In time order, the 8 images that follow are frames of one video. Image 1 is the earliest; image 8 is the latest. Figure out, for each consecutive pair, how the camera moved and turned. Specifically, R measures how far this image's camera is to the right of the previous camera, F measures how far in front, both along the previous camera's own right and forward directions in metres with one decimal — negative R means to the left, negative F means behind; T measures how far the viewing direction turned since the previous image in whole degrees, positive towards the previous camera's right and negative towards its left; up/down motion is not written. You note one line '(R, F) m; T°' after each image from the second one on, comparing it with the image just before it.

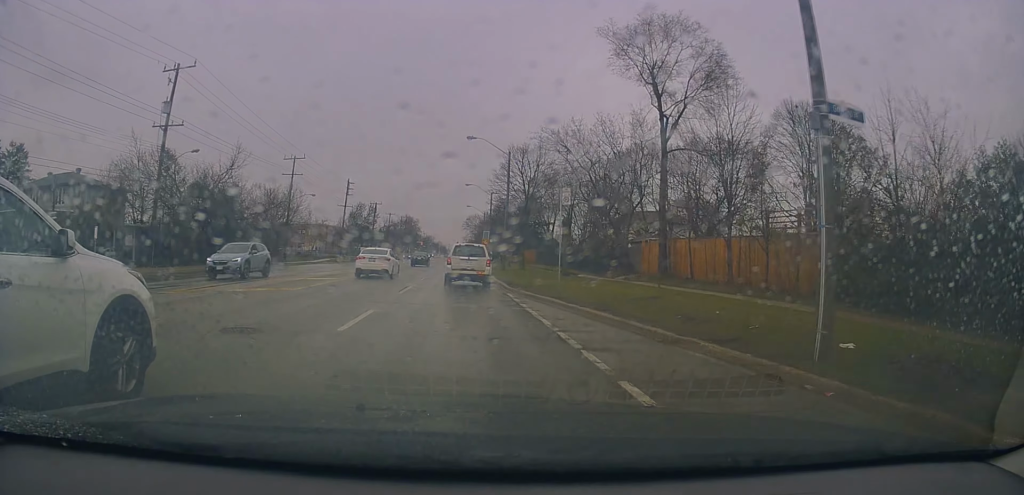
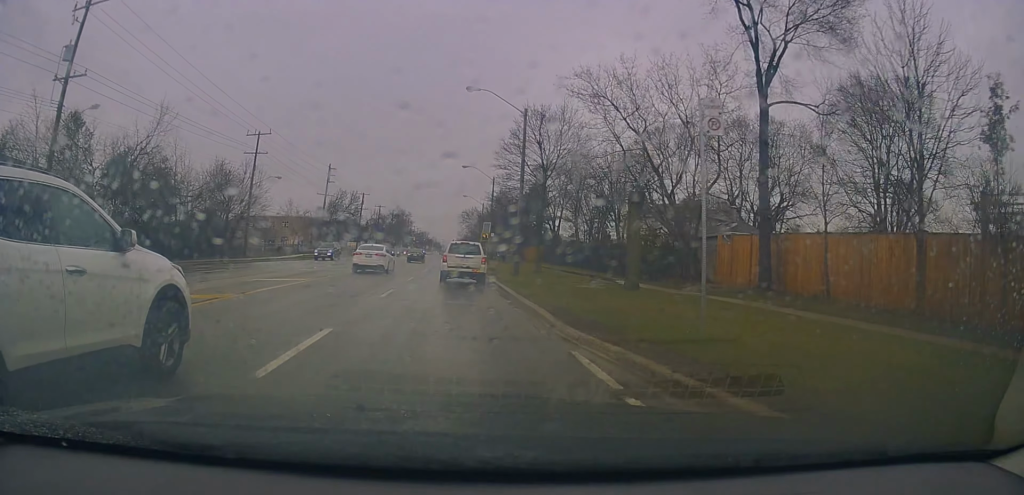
(+0.1, +11.2) m; +1°
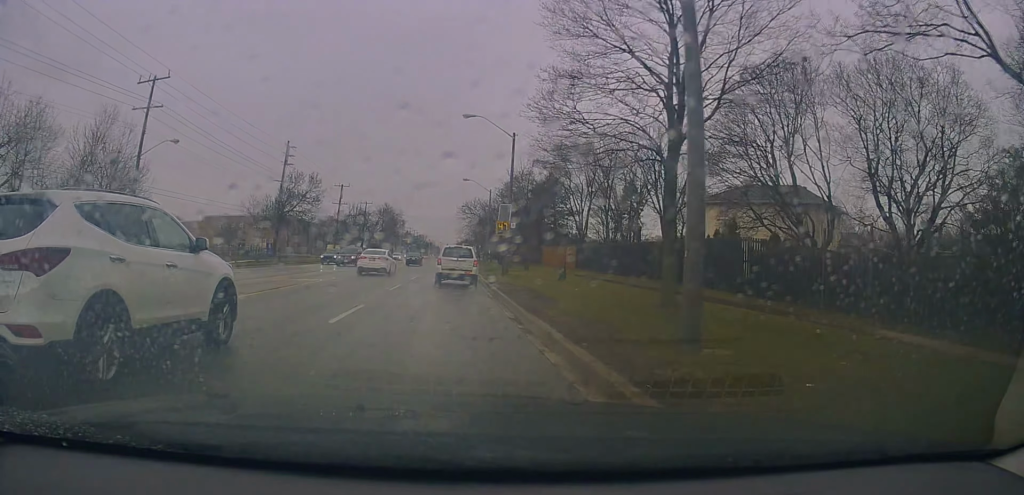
(+0.4, +21.7) m; -1°
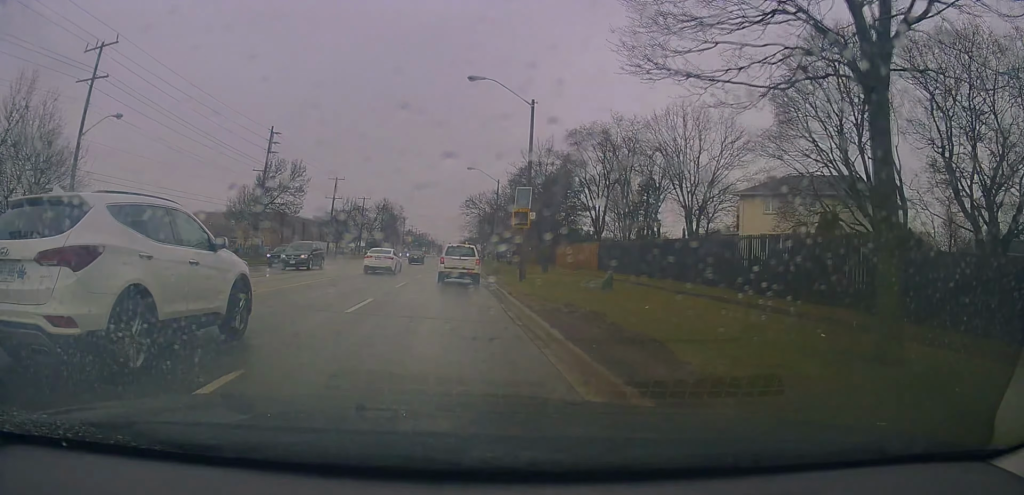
(-0.2, +7.1) m; 0°
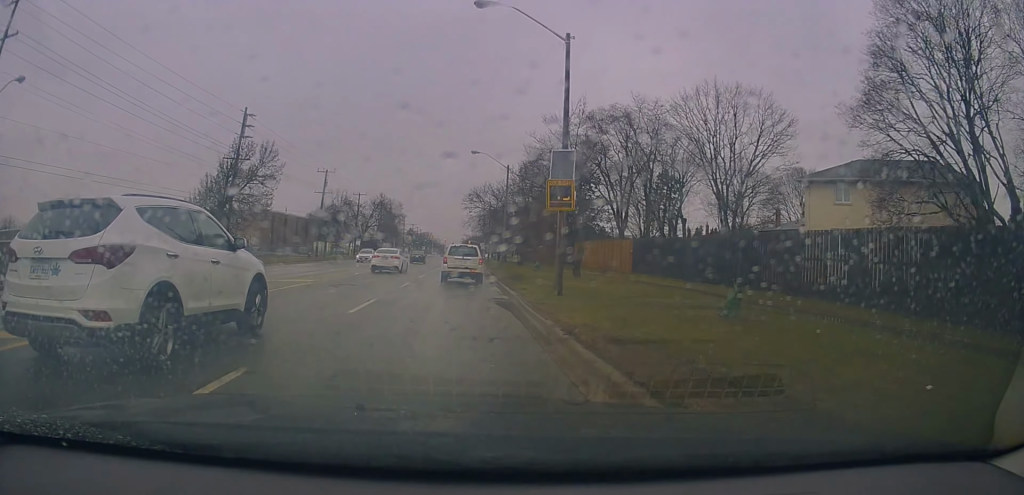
(-0.3, +9.0) m; 0°
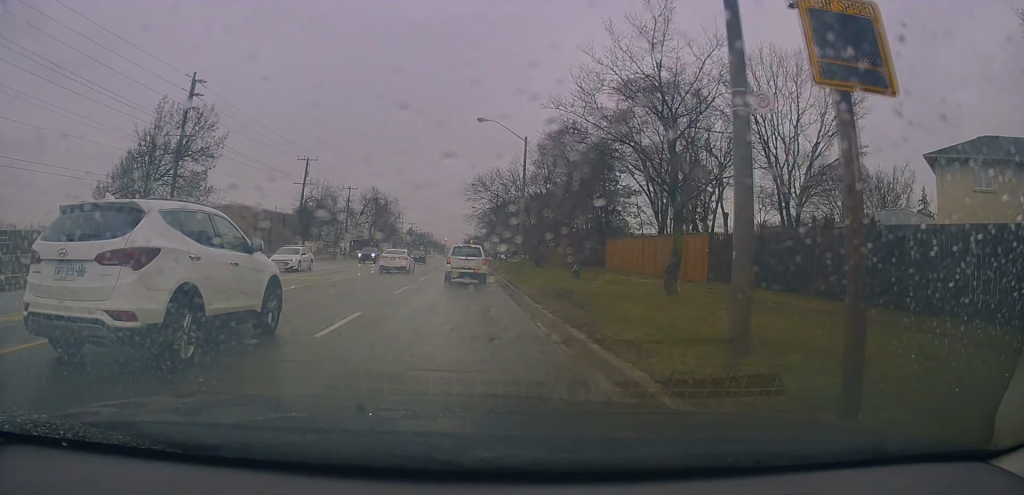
(+0.5, +12.3) m; 0°
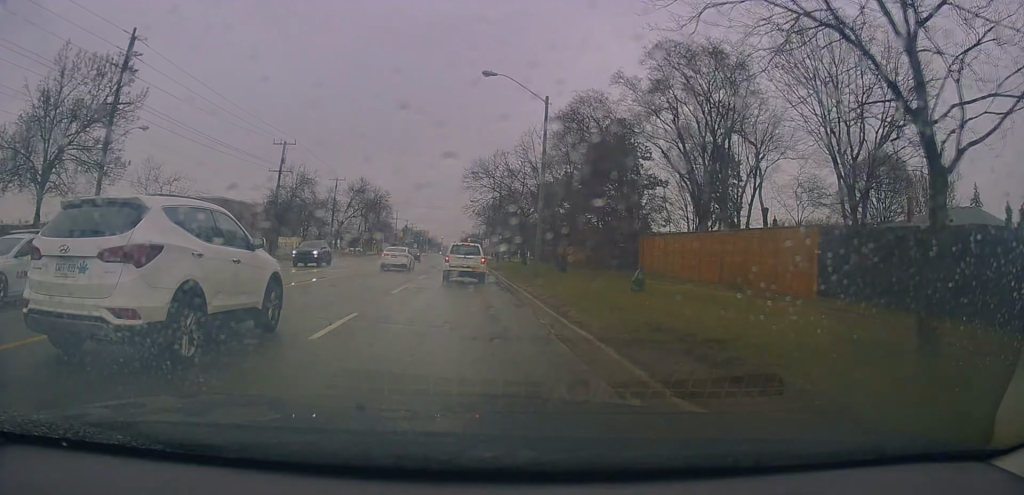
(-0.5, +10.3) m; 0°
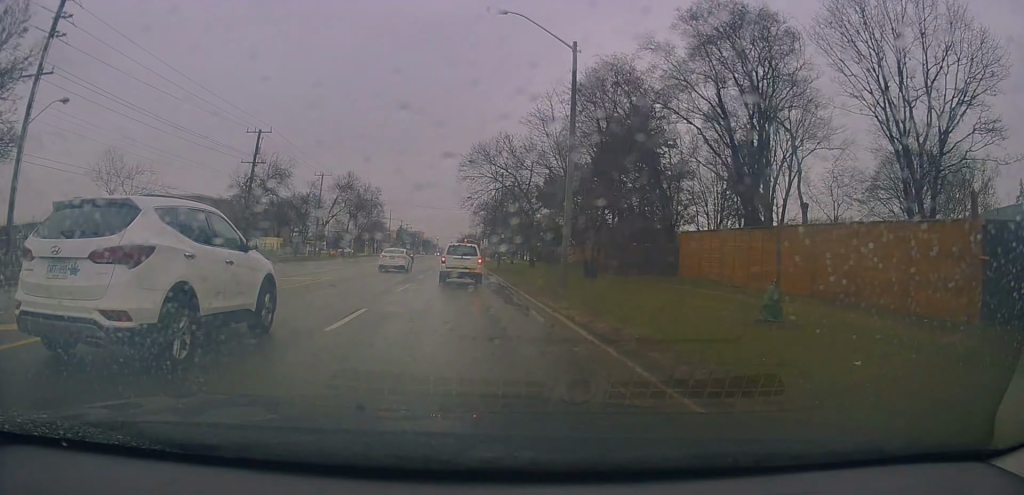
(+0.1, +7.9) m; +1°
